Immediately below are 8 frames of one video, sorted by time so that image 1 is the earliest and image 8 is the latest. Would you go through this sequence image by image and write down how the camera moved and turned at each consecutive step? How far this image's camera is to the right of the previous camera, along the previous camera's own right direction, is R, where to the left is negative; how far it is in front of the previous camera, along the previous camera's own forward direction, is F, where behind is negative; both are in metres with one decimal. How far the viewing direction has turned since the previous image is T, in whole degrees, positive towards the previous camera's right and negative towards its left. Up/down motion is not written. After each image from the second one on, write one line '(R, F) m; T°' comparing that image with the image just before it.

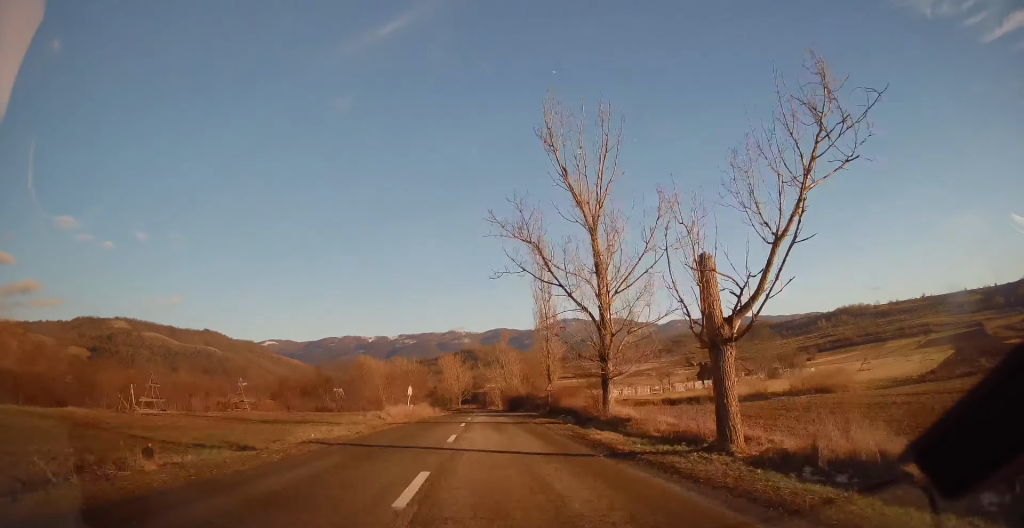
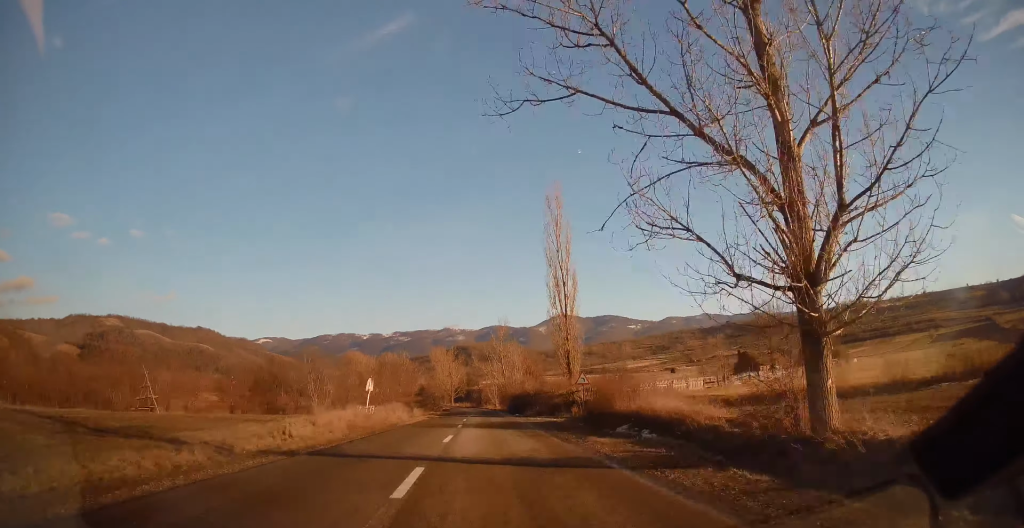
(+0.1, +17.3) m; 0°
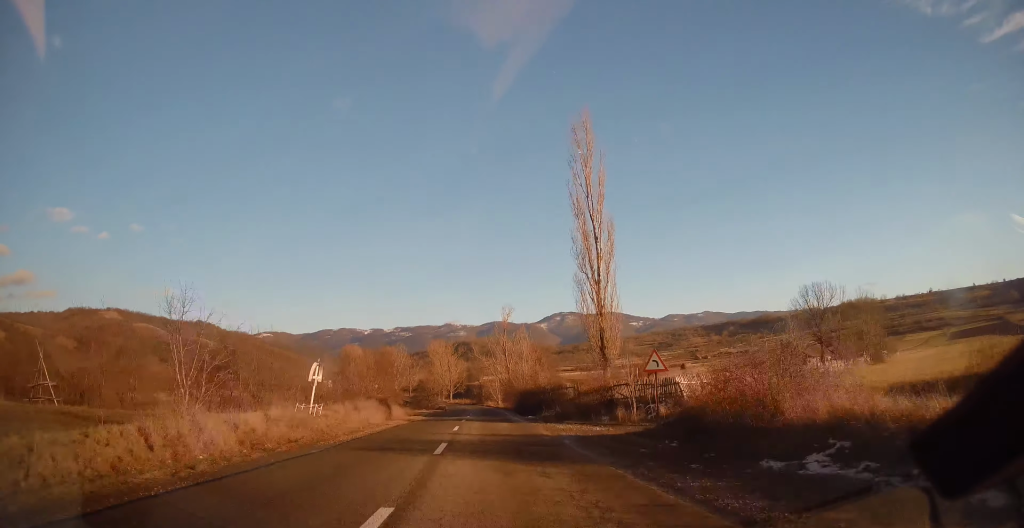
(-0.1, +12.6) m; 0°
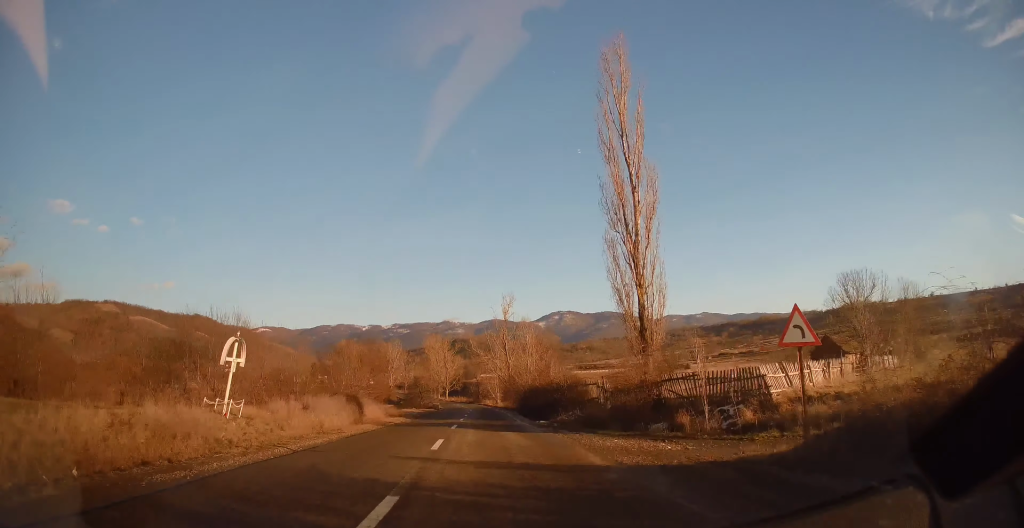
(+0.1, +8.5) m; 0°
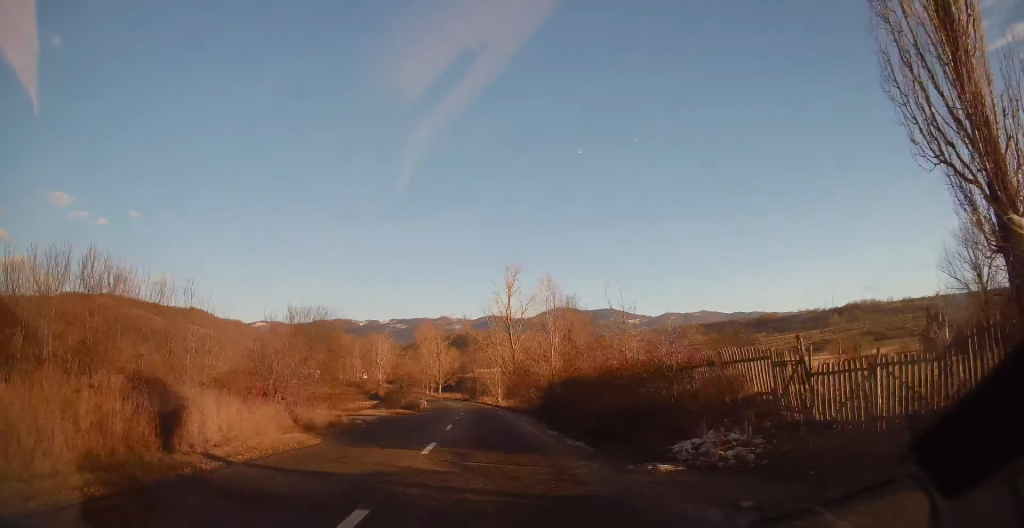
(+0.1, +18.8) m; 0°
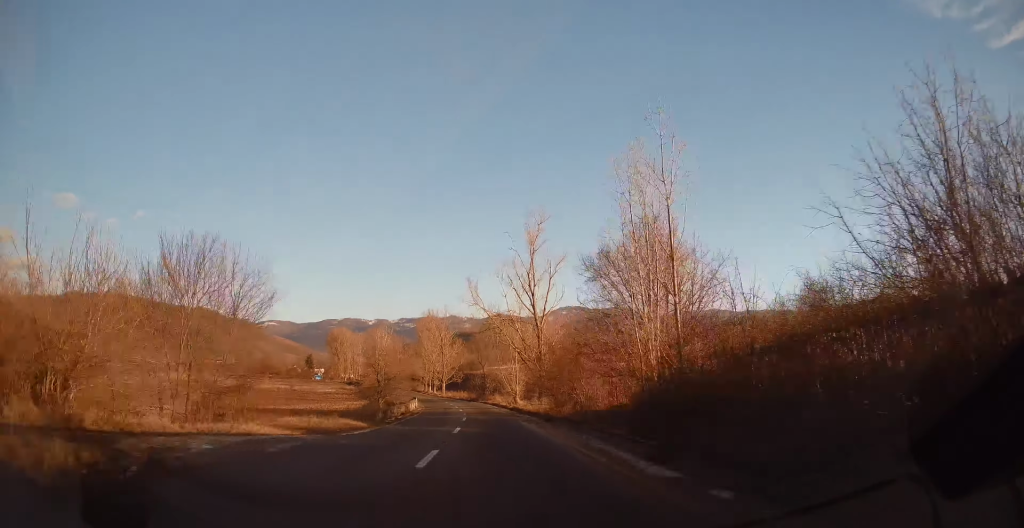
(-0.2, +20.5) m; -2°
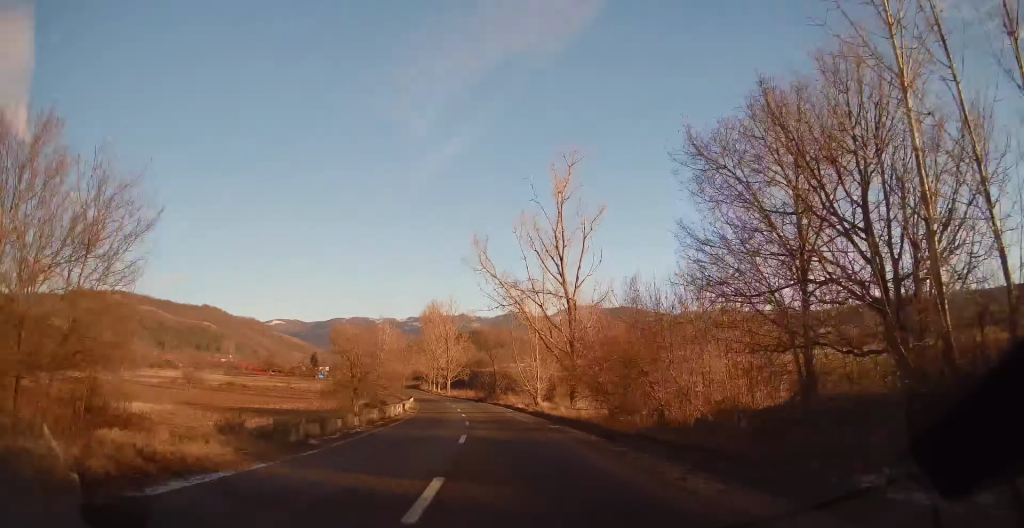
(-0.2, +12.7) m; -1°
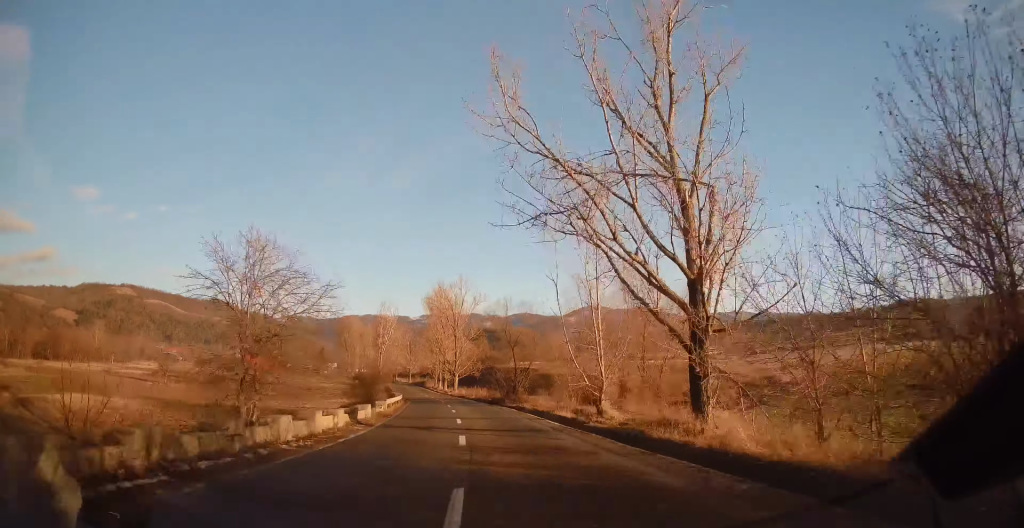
(-0.1, +18.8) m; -2°
